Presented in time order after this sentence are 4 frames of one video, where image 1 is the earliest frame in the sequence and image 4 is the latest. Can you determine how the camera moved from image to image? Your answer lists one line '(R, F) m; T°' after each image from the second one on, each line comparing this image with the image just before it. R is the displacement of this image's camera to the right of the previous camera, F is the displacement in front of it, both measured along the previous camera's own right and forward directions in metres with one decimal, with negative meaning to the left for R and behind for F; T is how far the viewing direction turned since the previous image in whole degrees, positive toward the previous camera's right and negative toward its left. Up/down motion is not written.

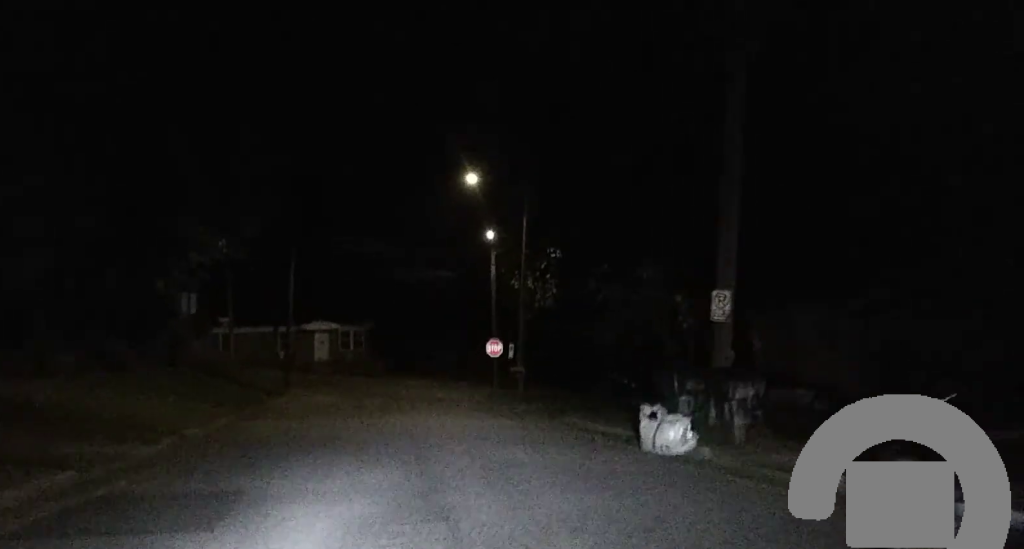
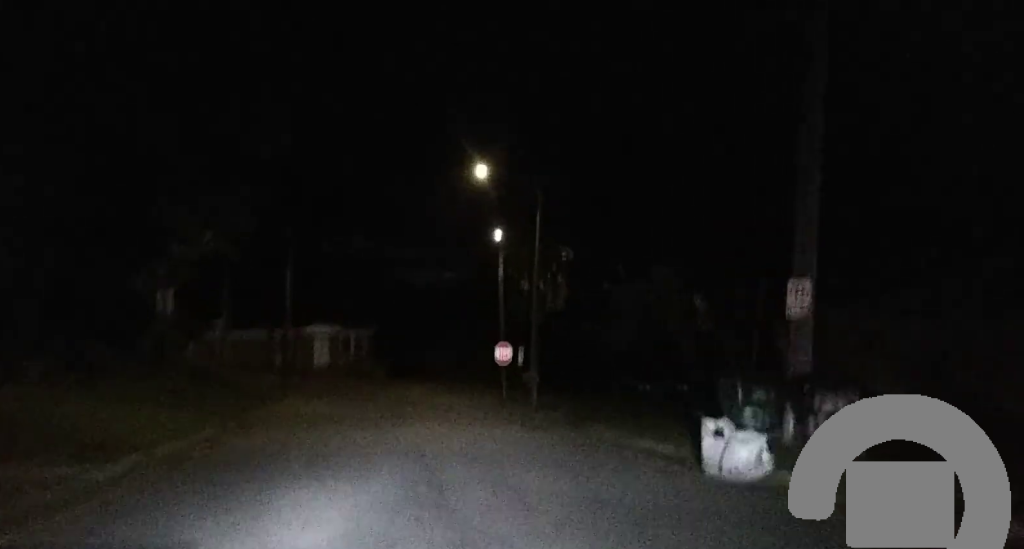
(-0.1, +2.8) m; -1°
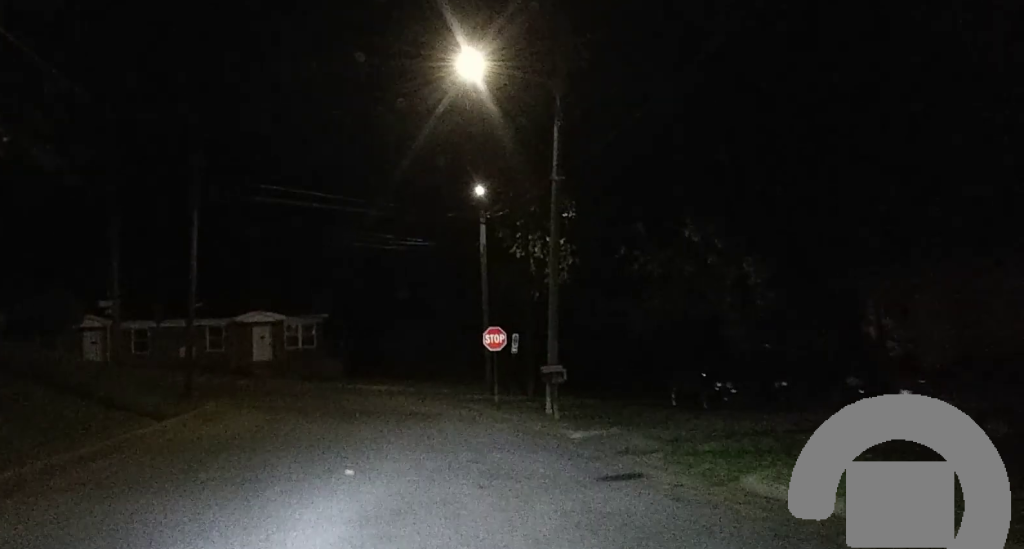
(+0.1, +13.1) m; -2°
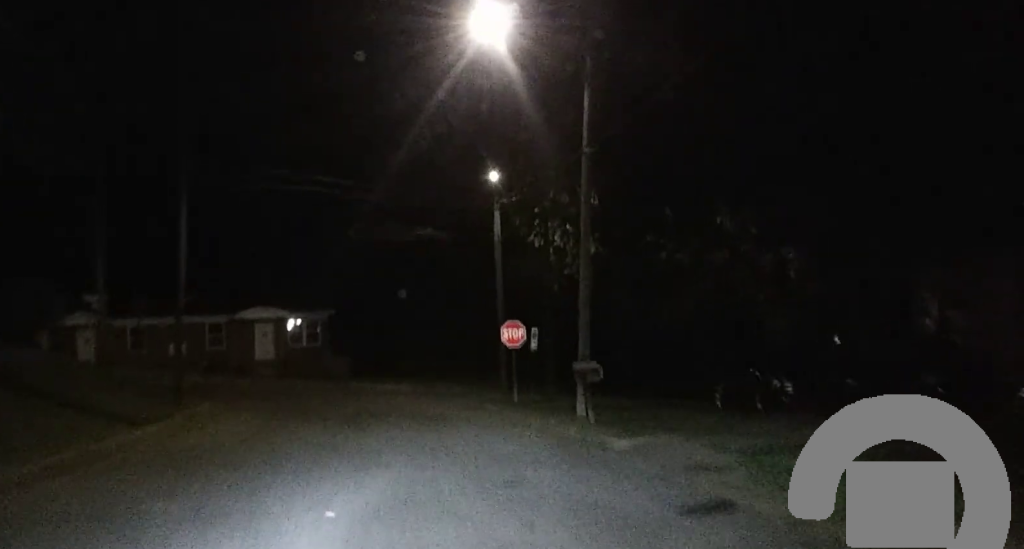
(0.0, +2.6) m; -1°
